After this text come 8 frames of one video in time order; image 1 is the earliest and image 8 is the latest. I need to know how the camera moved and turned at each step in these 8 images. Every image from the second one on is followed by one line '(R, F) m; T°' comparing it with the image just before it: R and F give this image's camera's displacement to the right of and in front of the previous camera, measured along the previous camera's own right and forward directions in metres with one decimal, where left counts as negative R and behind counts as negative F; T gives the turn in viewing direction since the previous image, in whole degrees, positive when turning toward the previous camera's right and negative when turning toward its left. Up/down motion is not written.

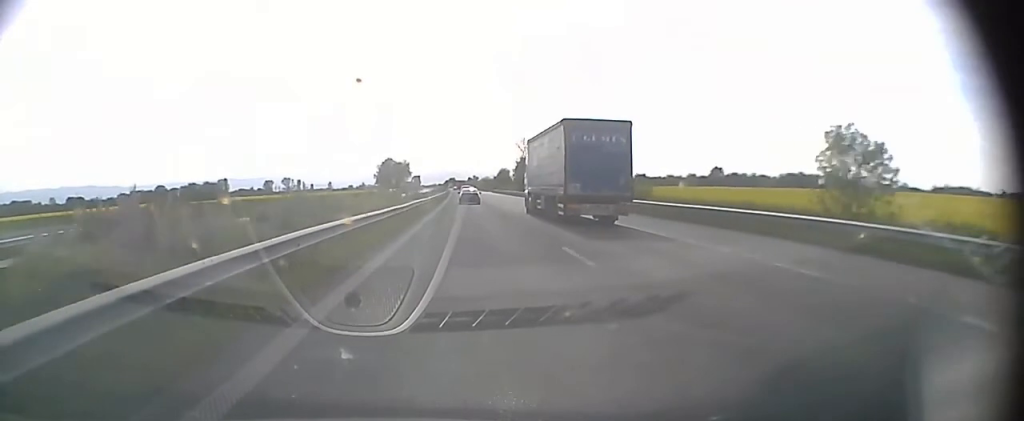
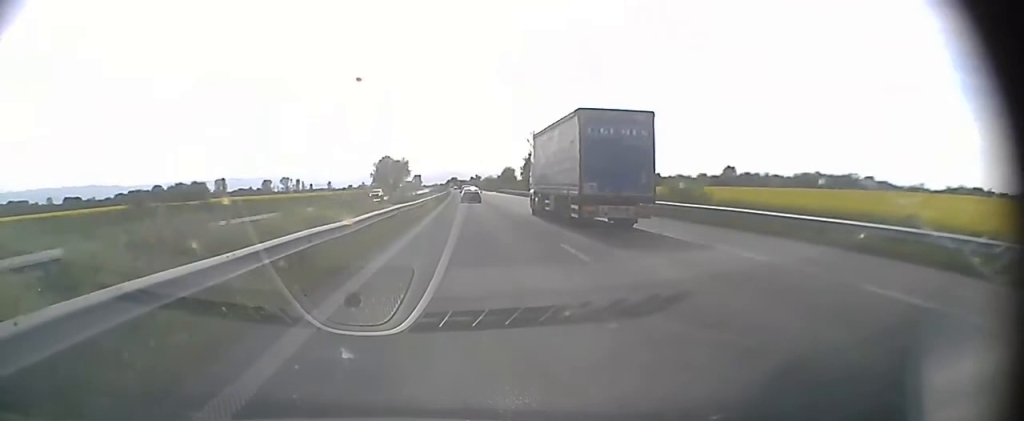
(0.0, +15.2) m; 0°
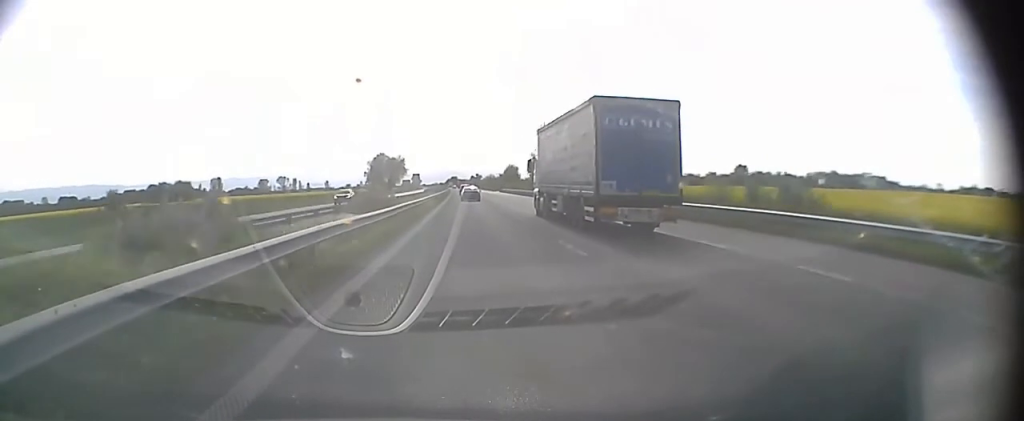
(0.0, +15.4) m; 0°
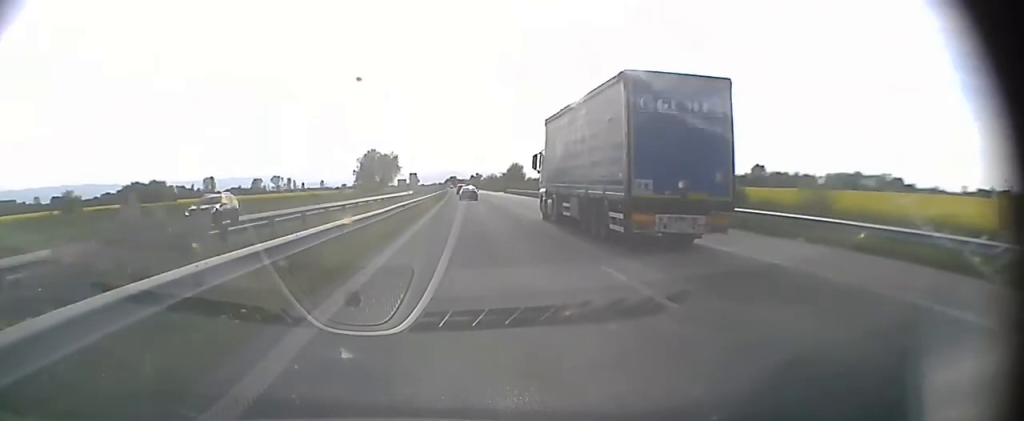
(0.0, +21.6) m; 0°
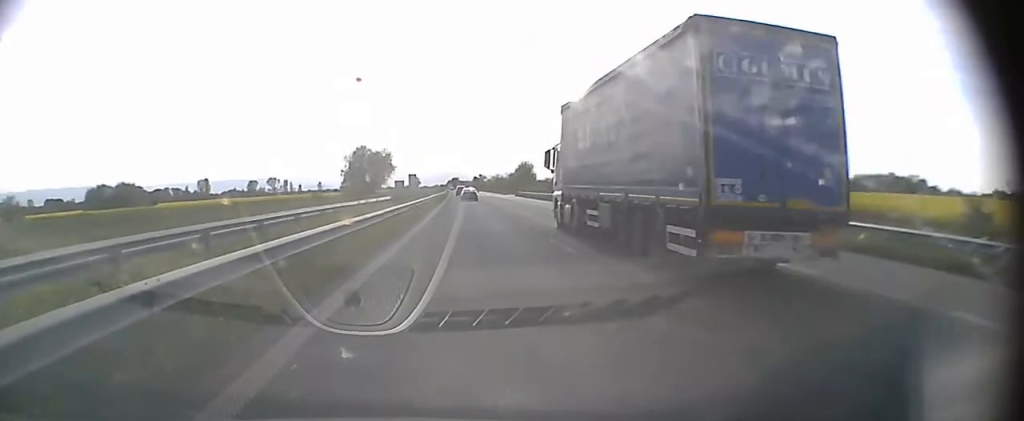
(-0.1, +24.8) m; 0°
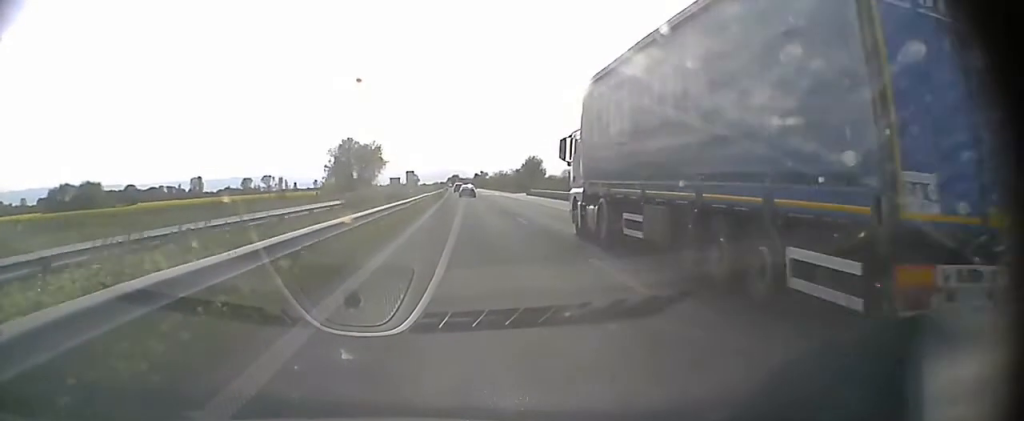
(0.0, +21.9) m; 0°
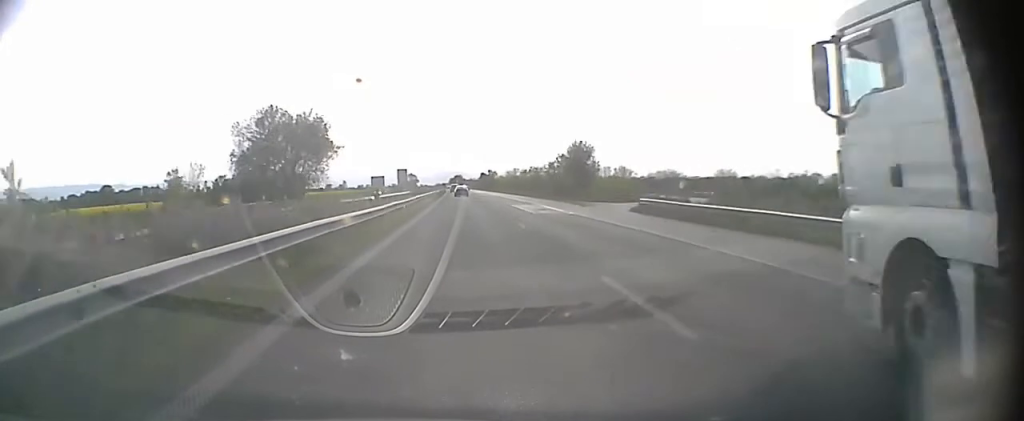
(-0.1, +66.2) m; 0°
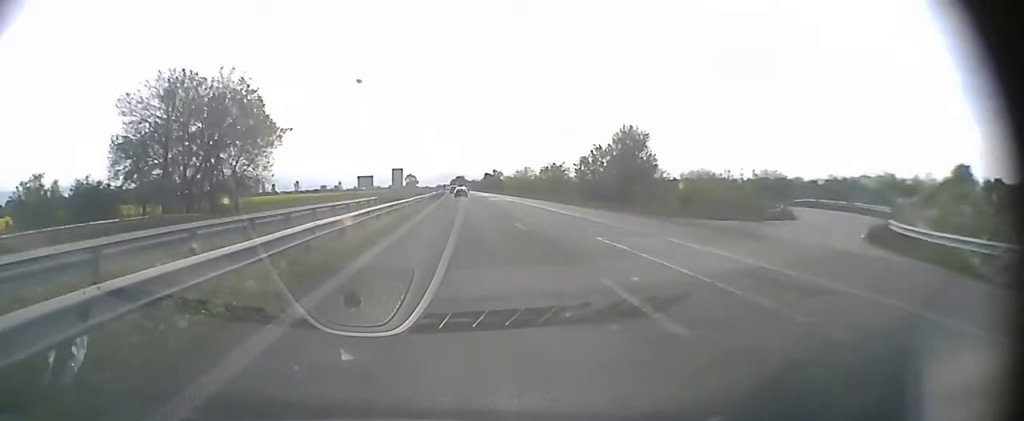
(0.0, +31.7) m; 0°
